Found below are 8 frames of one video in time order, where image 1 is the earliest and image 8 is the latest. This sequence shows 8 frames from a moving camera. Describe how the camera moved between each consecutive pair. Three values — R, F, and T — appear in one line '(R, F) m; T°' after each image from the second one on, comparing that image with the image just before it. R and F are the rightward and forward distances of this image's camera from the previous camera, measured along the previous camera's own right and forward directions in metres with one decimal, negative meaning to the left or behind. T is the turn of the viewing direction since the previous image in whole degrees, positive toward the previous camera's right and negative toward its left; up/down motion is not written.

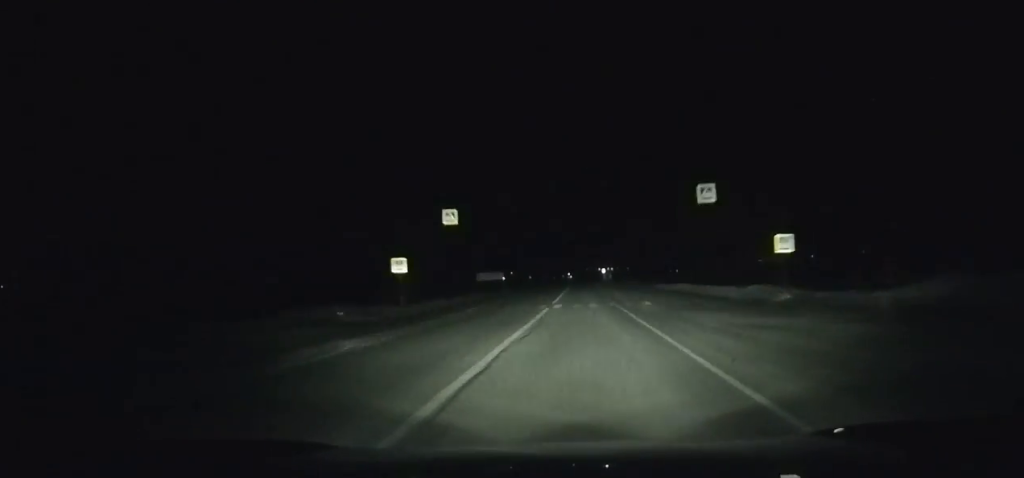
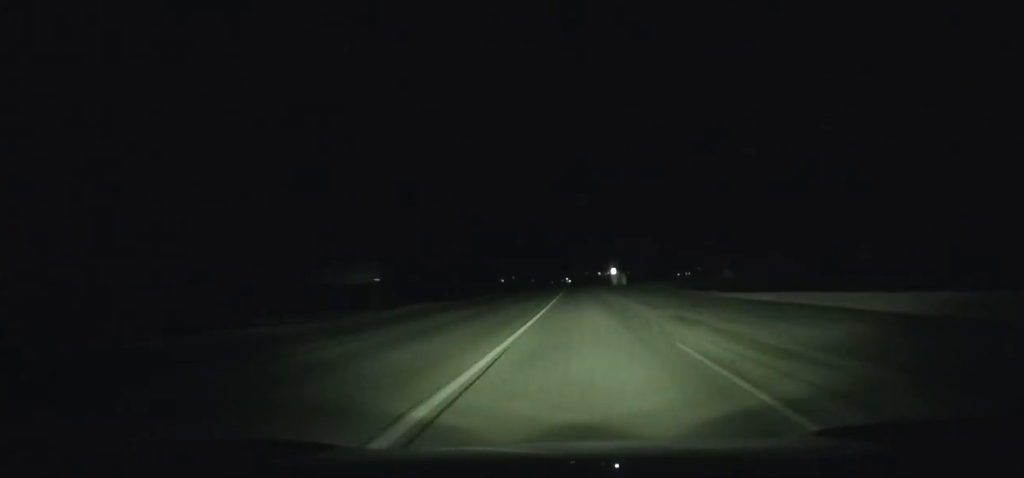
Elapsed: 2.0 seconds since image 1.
(+0.1, +52.6) m; 0°
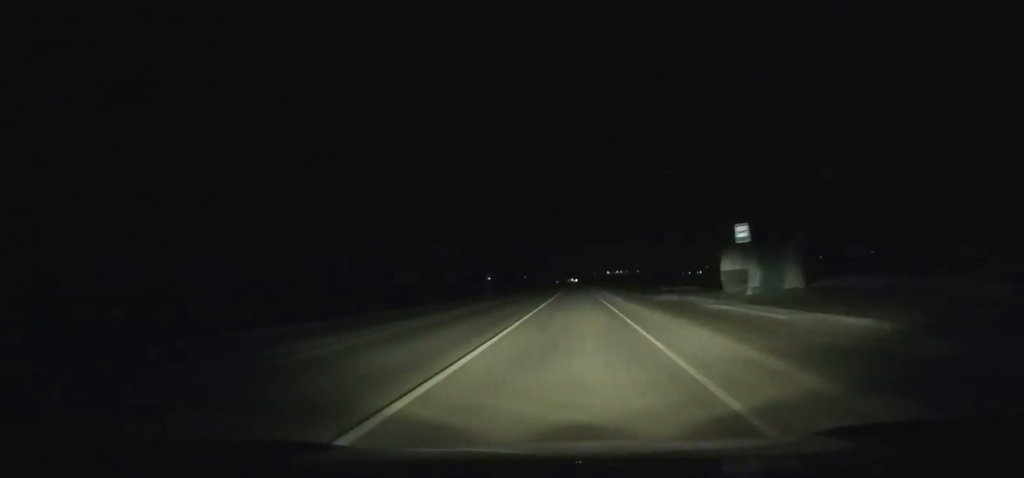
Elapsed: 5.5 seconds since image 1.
(-0.6, +93.3) m; -2°
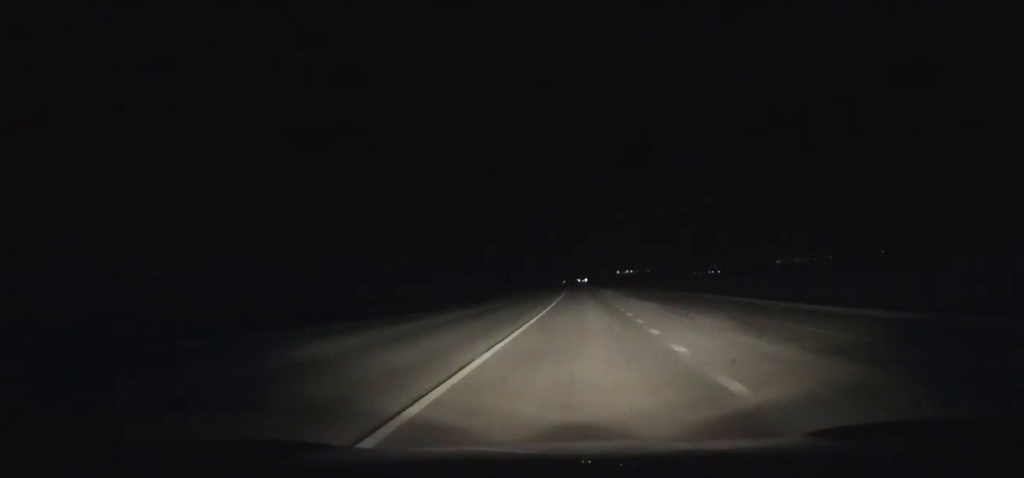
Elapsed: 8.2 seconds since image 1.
(-1.4, +73.8) m; -1°
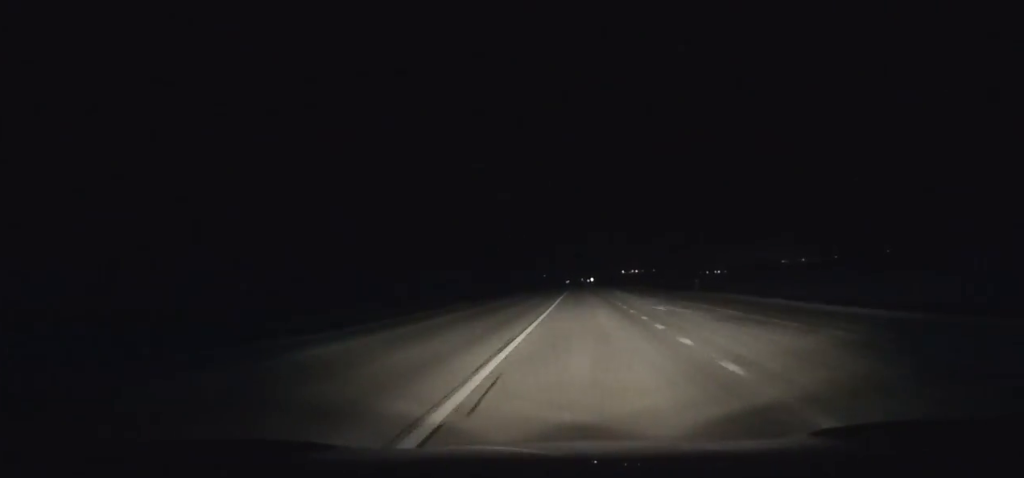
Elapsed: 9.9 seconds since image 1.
(-0.3, +47.5) m; 0°
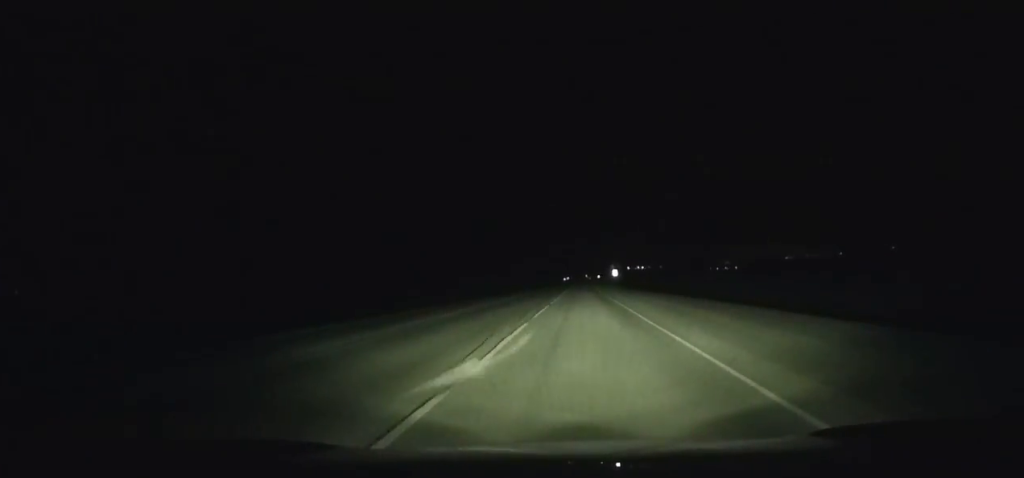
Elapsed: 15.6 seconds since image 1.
(+0.3, +164.0) m; 0°
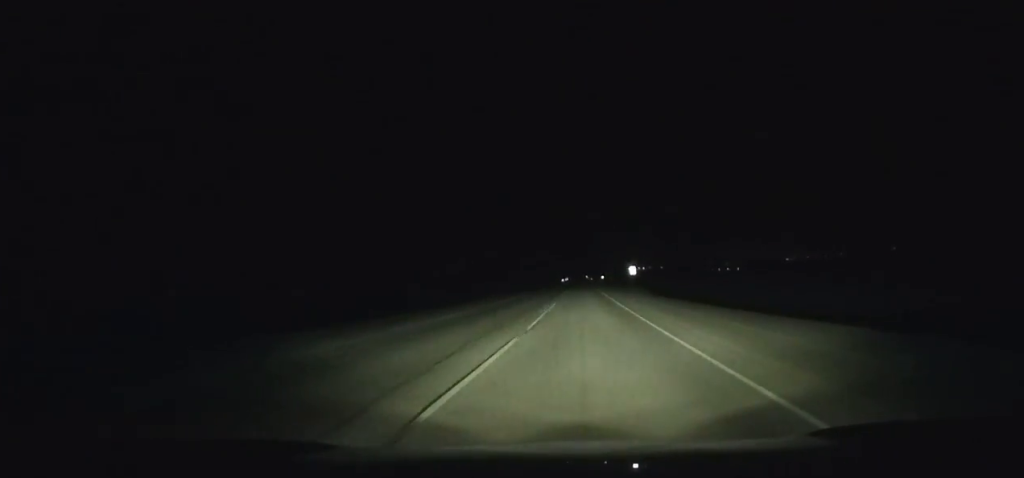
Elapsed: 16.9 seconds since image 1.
(-0.3, +38.4) m; 0°
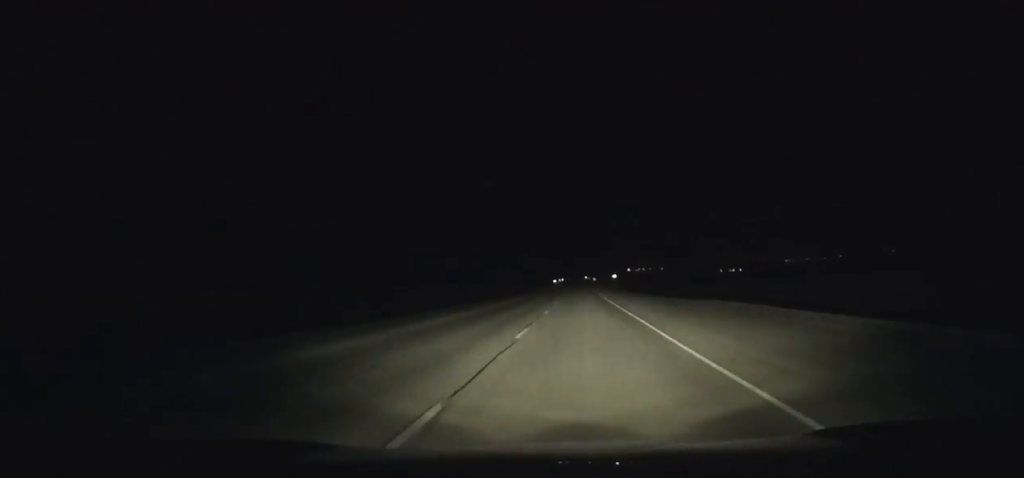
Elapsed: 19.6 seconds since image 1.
(+0.4, +81.0) m; +1°
